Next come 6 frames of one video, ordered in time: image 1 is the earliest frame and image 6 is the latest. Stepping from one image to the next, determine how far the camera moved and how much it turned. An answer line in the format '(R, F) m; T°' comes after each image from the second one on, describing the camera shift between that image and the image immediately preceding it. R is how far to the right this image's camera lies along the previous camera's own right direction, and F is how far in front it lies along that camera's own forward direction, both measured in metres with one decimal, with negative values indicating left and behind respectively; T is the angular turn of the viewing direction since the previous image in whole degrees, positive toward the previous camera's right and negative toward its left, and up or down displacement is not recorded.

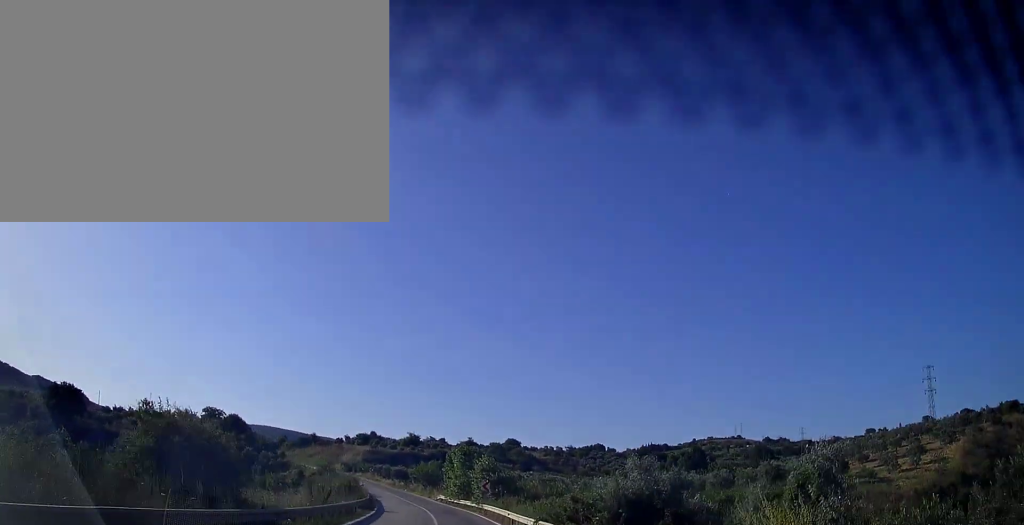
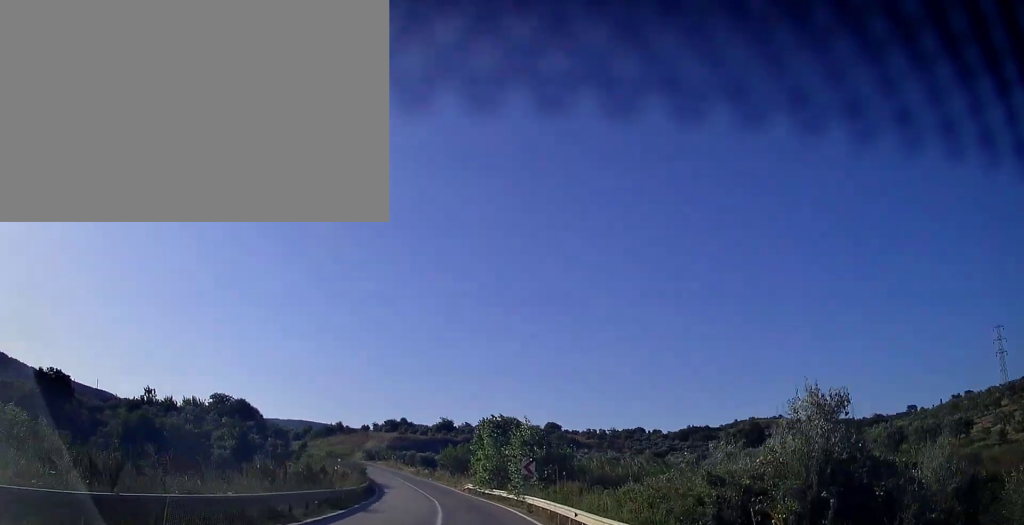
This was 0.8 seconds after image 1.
(-0.5, +14.9) m; -5°
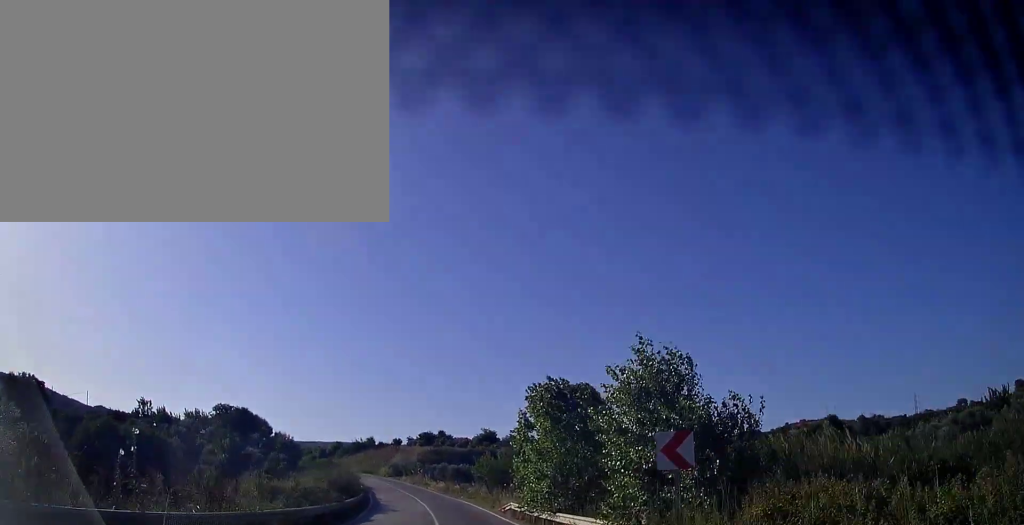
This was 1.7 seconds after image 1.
(-0.8, +18.5) m; -5°
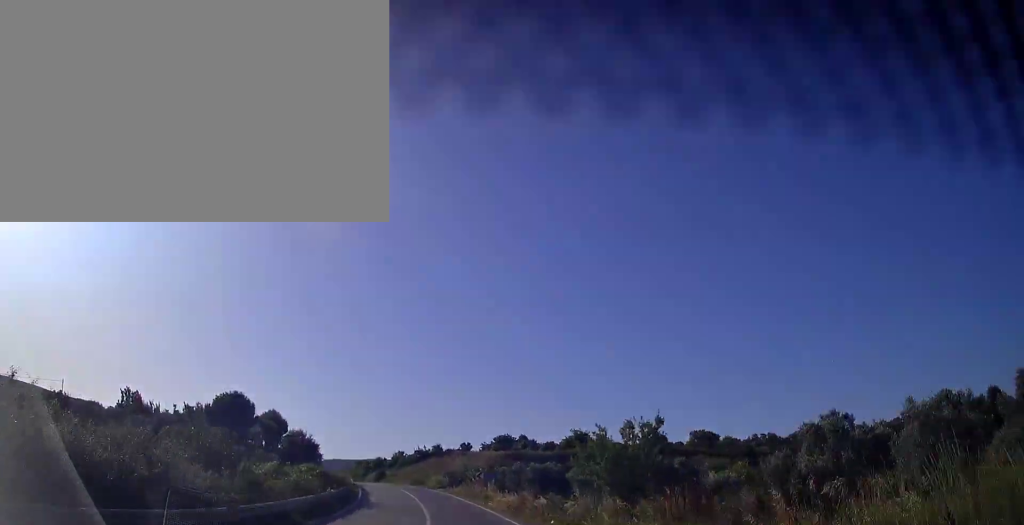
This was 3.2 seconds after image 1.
(-2.2, +30.7) m; -8°
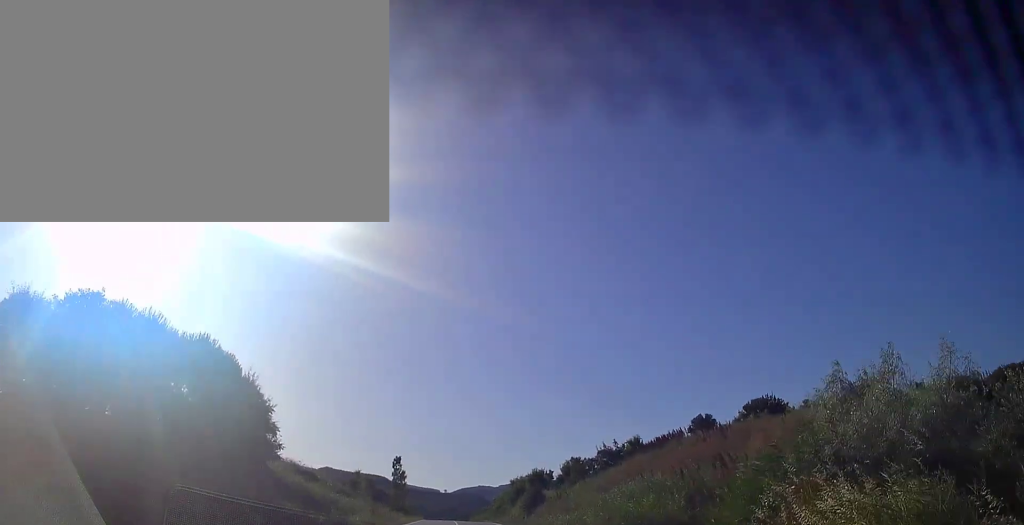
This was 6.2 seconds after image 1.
(-8.8, +61.8) m; -16°
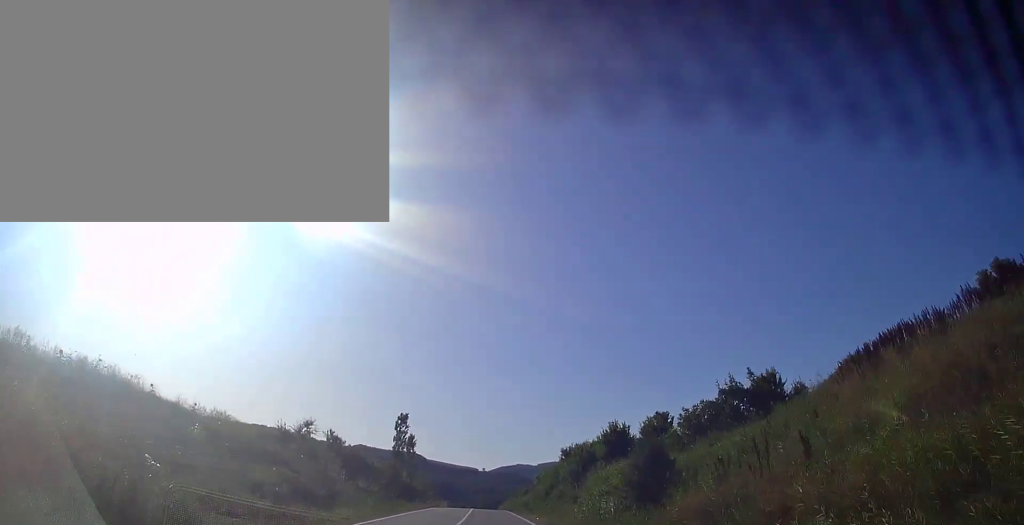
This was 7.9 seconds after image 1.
(-2.0, +36.9) m; -5°
